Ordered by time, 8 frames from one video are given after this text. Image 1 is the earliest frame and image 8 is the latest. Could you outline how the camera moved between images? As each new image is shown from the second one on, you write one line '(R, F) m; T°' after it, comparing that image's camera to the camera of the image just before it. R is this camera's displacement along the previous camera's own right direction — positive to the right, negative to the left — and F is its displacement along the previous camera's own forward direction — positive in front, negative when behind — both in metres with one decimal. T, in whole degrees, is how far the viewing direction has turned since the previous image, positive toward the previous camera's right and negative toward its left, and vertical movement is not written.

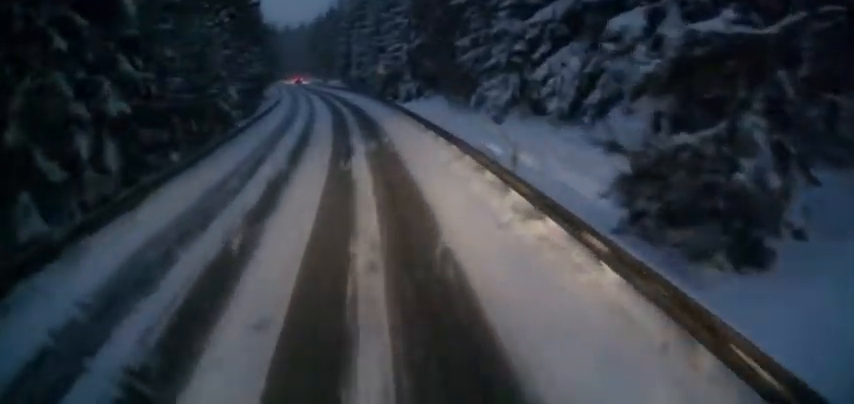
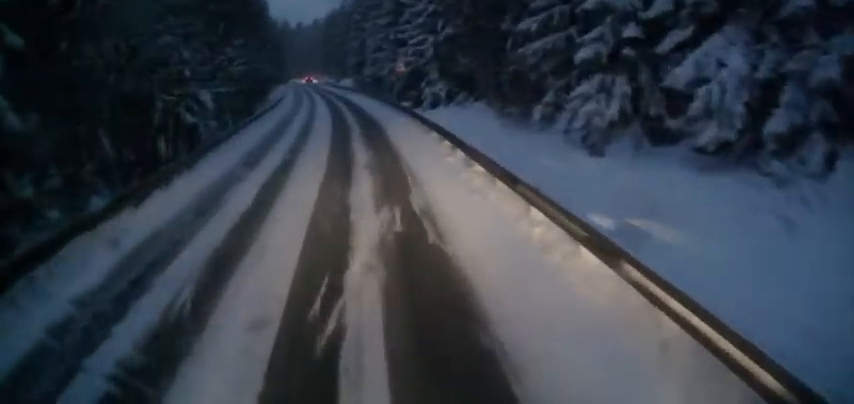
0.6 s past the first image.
(0.0, +10.1) m; -2°
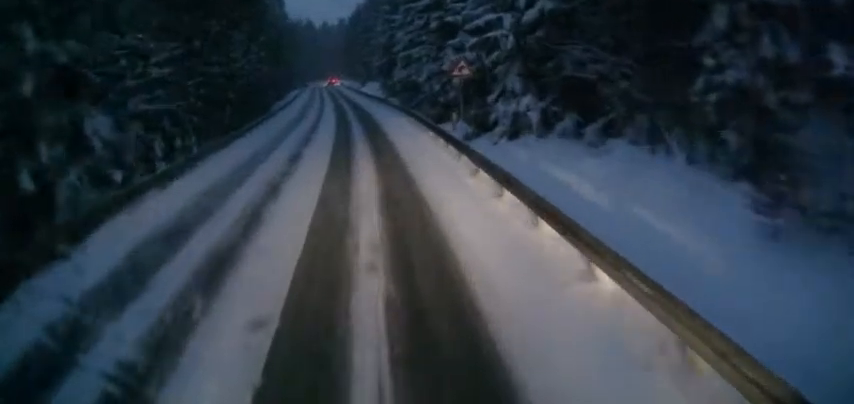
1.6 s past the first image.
(-0.7, +15.2) m; -5°
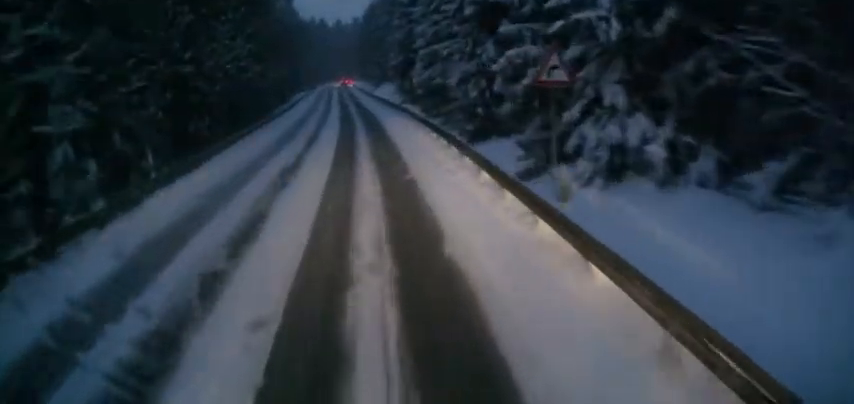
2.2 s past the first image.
(-0.3, +8.0) m; -1°
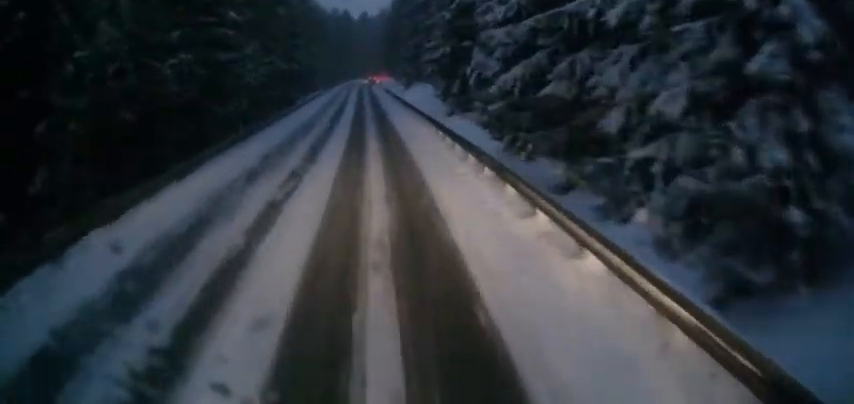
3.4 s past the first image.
(-0.4, +18.9) m; -2°
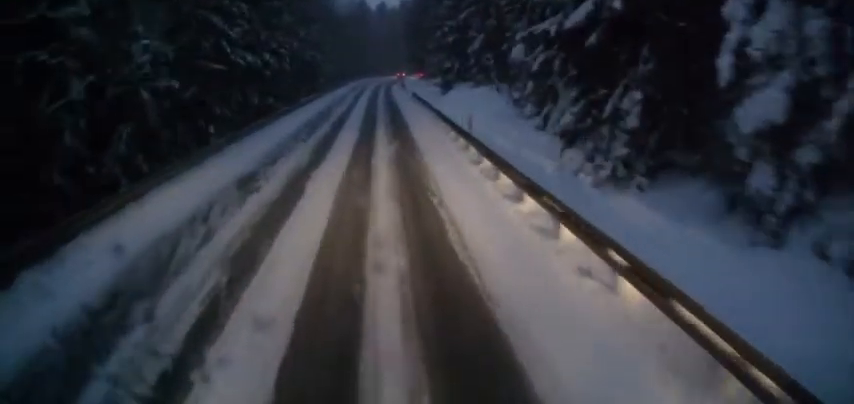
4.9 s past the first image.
(-0.5, +25.7) m; -2°
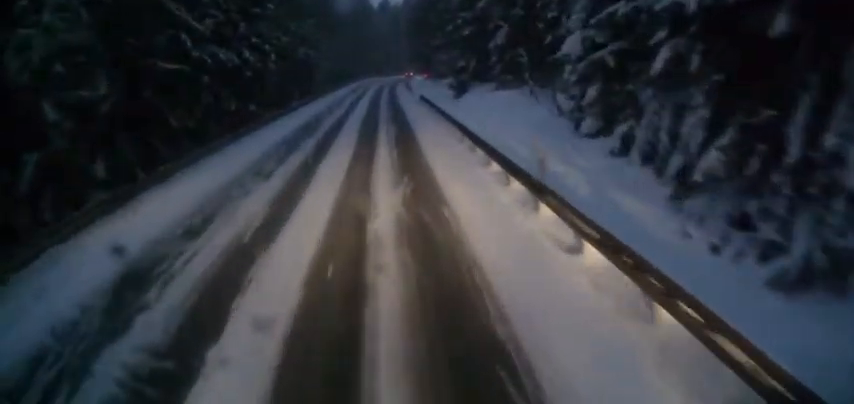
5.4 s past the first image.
(0.0, +7.2) m; 0°
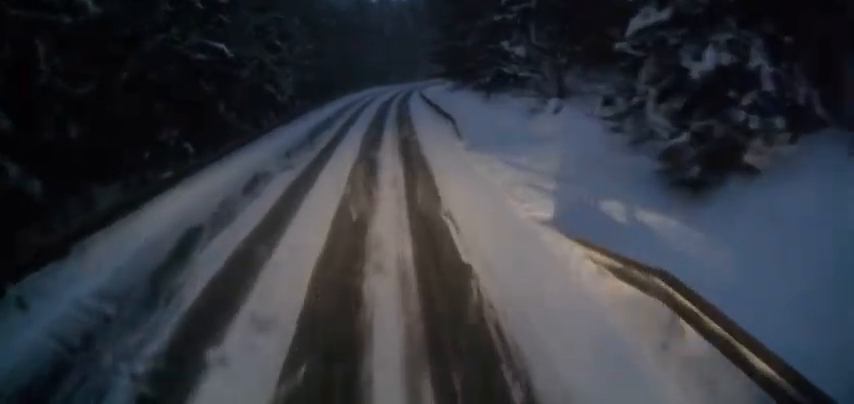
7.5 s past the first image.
(-0.2, +31.7) m; 0°
